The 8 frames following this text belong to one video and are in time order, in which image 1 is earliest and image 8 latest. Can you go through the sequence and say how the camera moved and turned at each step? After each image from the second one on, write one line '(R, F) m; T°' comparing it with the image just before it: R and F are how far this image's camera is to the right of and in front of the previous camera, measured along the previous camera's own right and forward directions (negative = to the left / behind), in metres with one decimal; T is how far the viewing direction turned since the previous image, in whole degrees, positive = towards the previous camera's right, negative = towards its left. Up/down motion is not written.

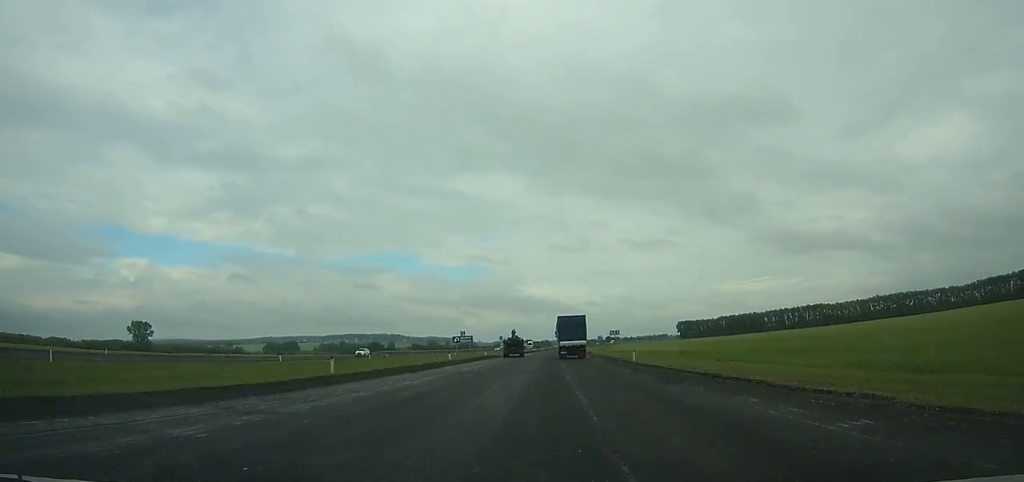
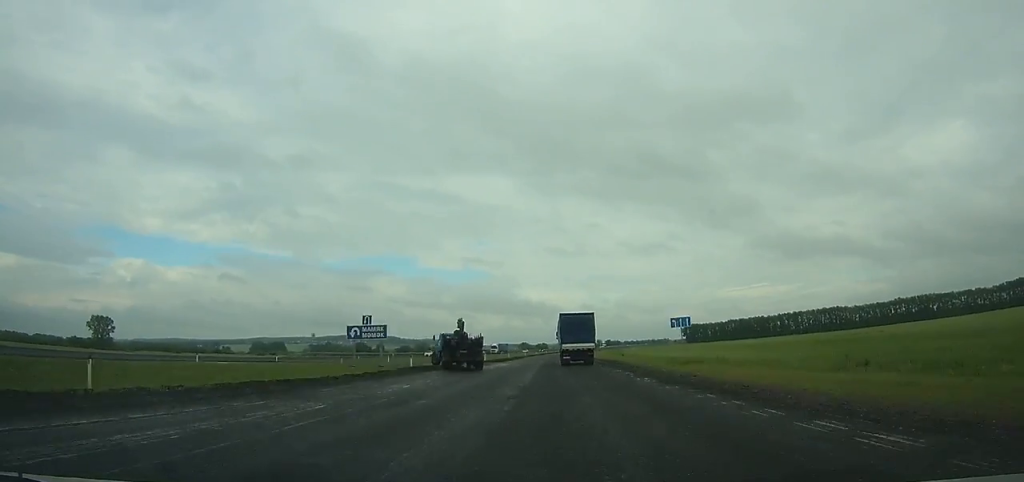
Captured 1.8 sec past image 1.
(0.0, +44.6) m; 0°
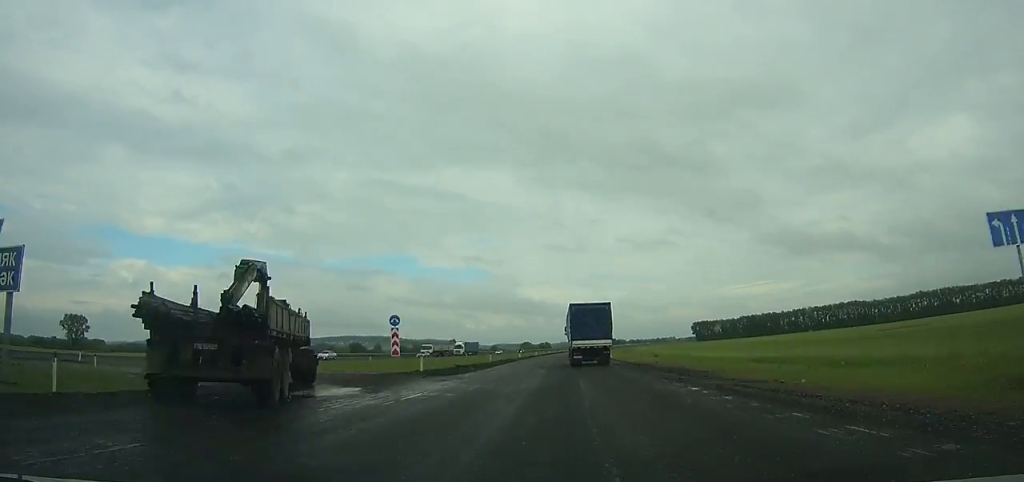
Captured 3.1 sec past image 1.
(0.0, +32.2) m; 0°
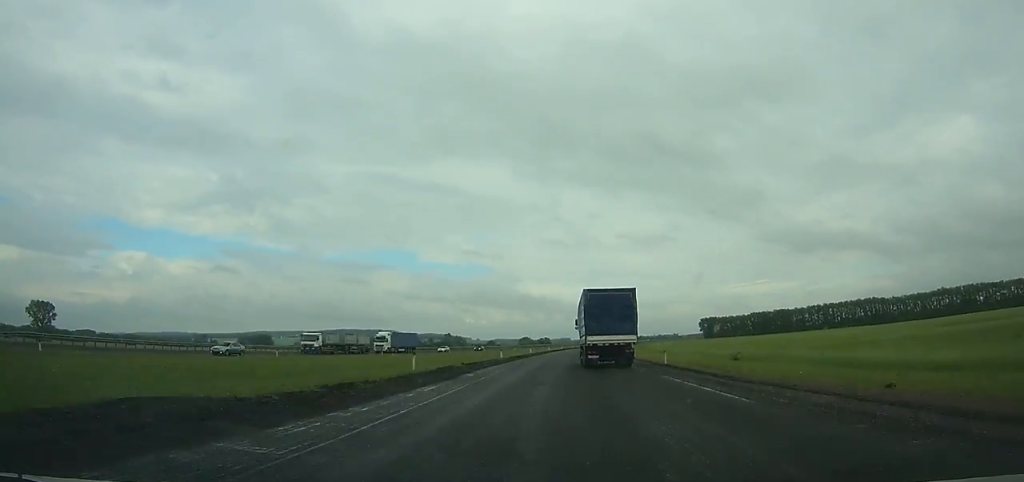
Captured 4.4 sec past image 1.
(-0.1, +32.0) m; +1°
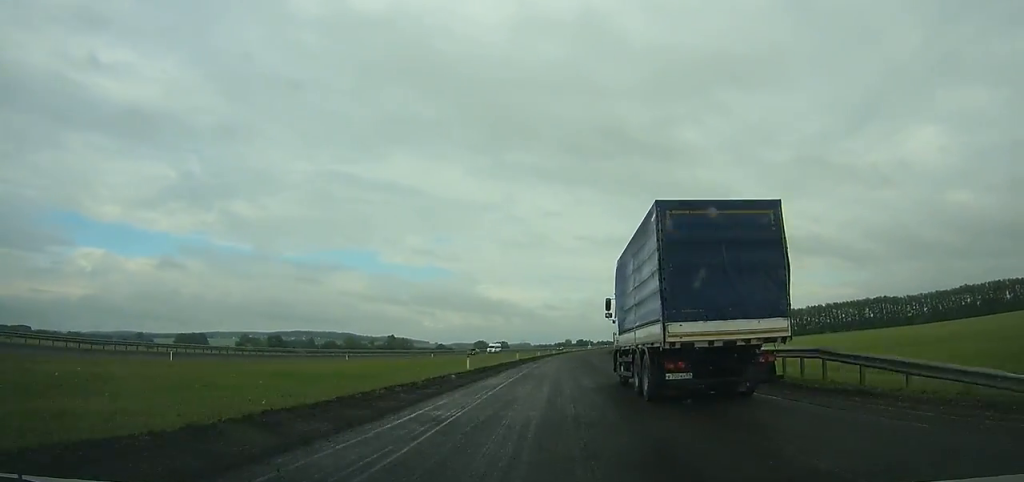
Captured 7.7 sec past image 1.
(+1.1, +81.3) m; +3°
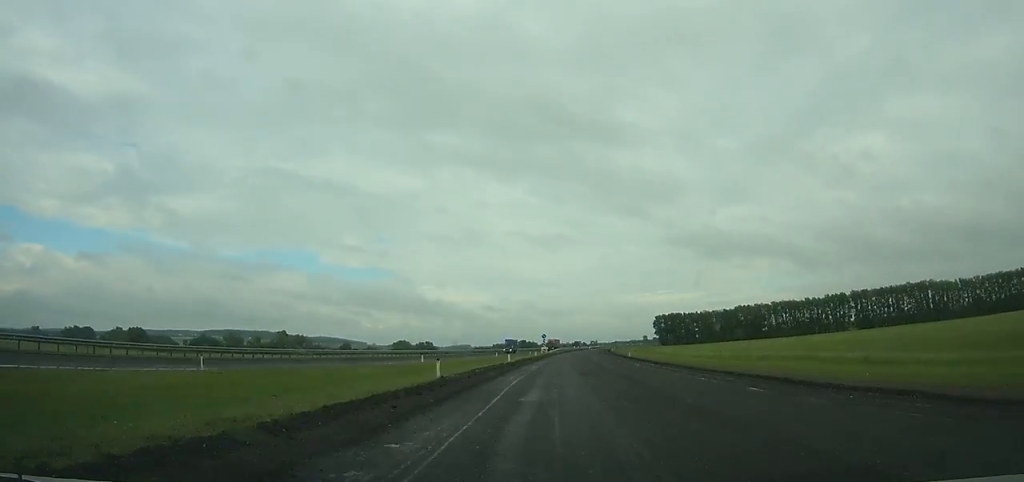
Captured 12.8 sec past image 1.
(+6.6, +126.8) m; +6°
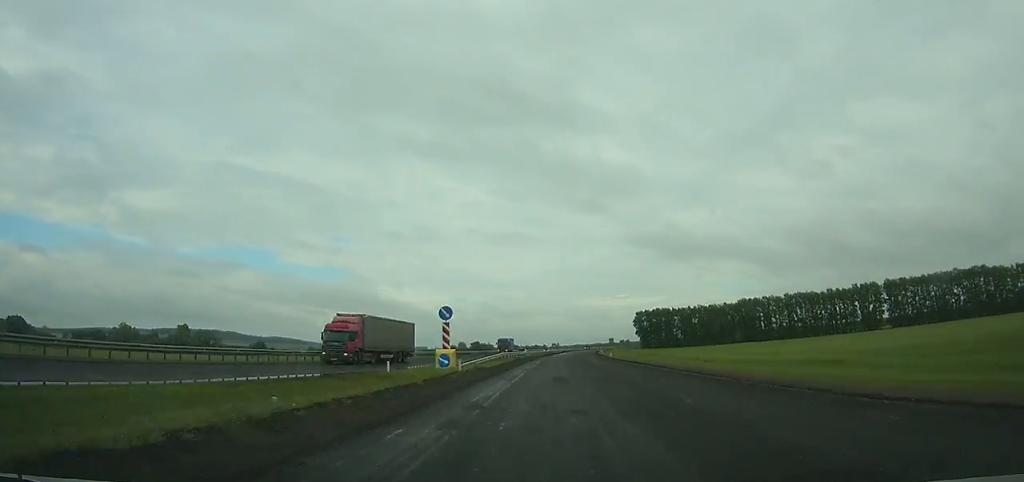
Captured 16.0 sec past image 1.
(+2.8, +80.9) m; +4°
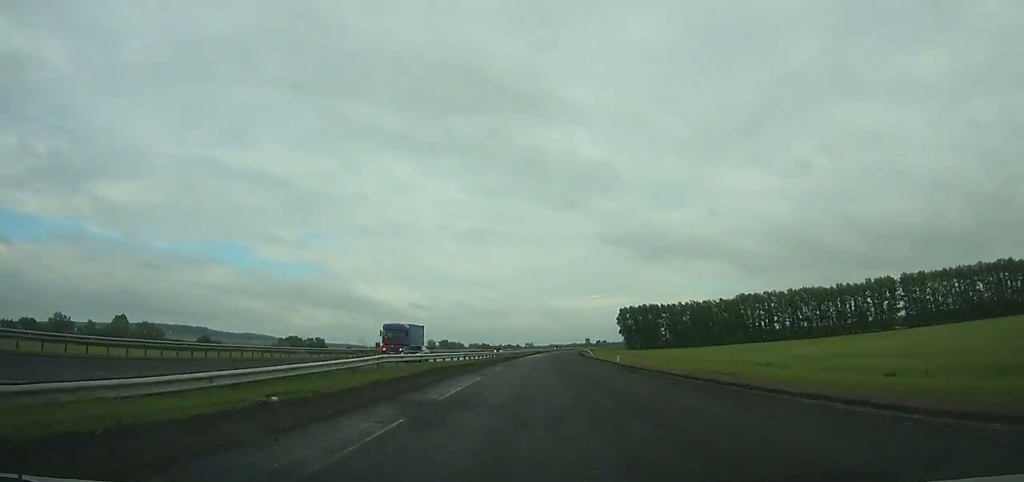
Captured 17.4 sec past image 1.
(+0.3, +35.7) m; +2°
